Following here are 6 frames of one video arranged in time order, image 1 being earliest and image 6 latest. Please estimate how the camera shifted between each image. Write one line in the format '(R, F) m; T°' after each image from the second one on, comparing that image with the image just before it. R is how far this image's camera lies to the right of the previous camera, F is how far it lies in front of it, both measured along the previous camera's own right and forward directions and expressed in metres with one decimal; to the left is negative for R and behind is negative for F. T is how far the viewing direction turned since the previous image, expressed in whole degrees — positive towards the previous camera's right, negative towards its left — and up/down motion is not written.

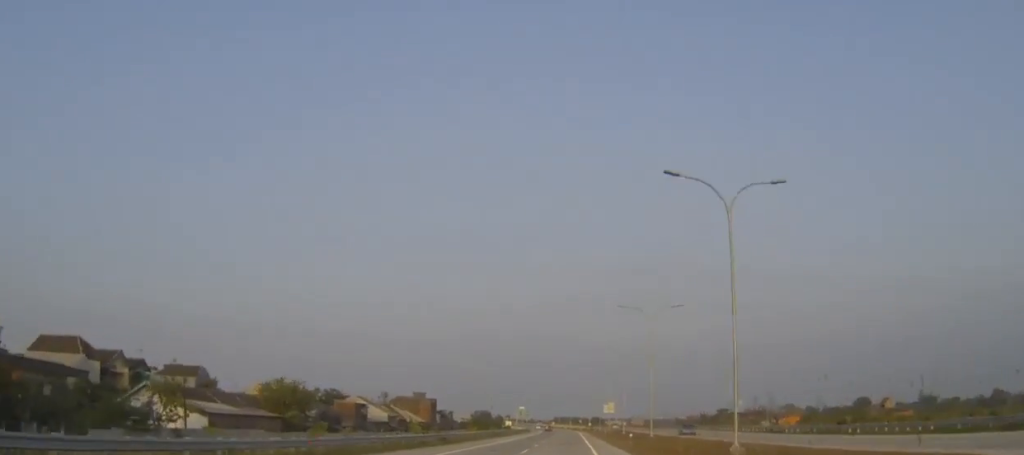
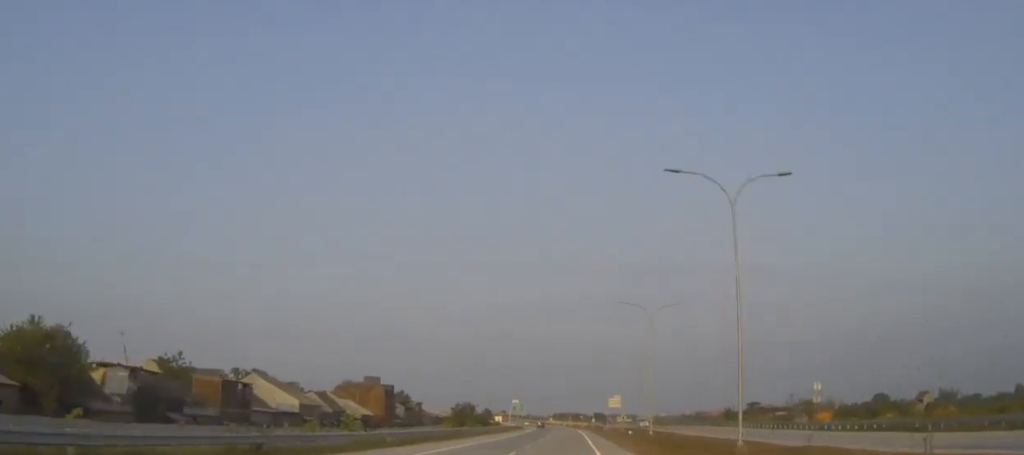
(0.0, +35.5) m; 0°
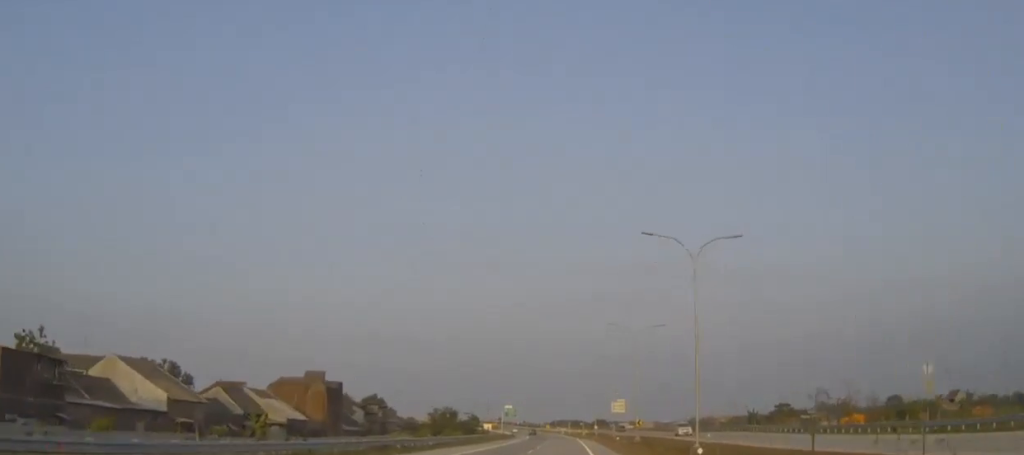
(-0.1, +25.1) m; 0°
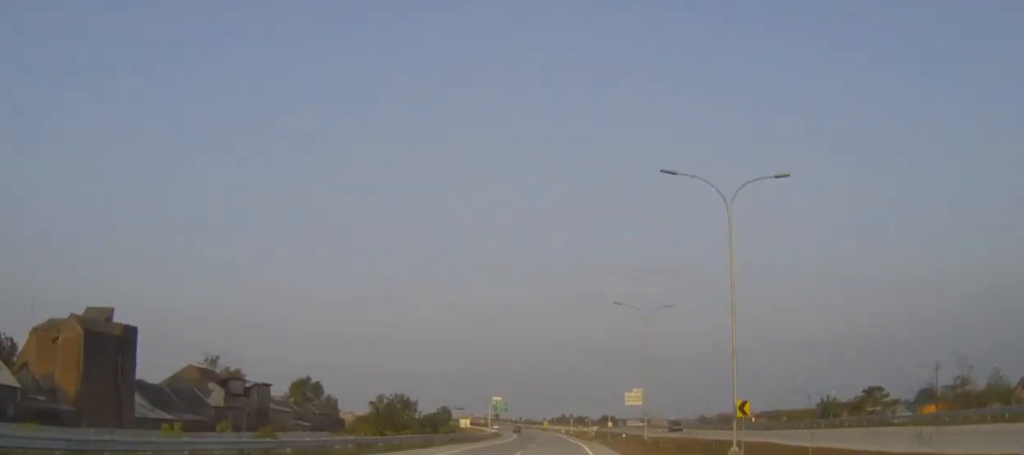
(0.0, +45.7) m; 0°
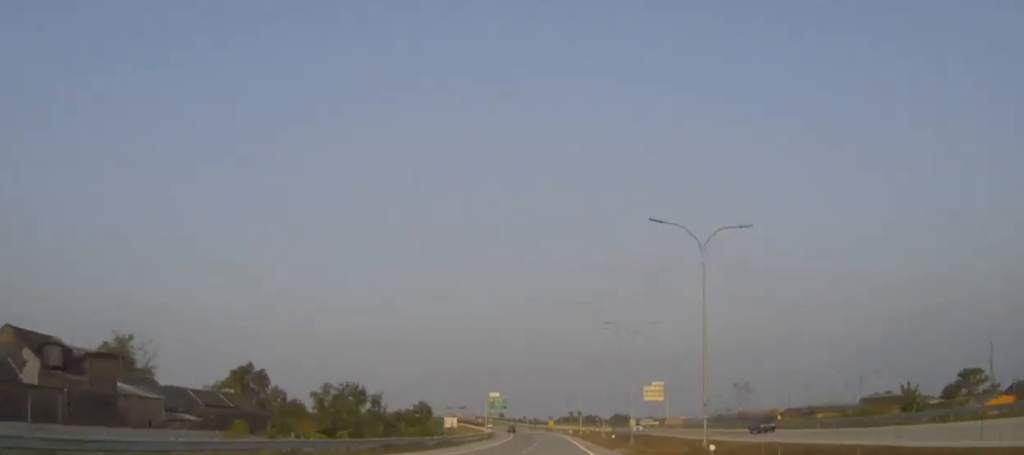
(-0.1, +26.8) m; -1°
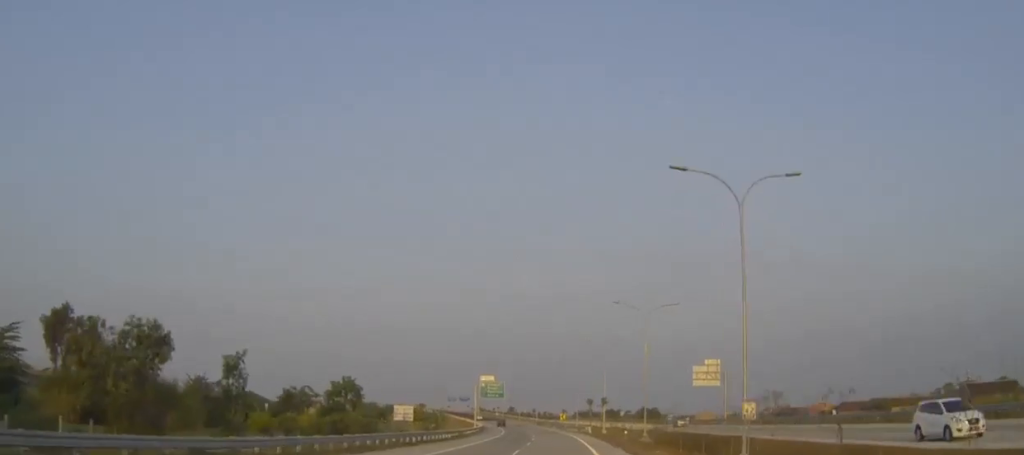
(-0.4, +43.6) m; -1°
